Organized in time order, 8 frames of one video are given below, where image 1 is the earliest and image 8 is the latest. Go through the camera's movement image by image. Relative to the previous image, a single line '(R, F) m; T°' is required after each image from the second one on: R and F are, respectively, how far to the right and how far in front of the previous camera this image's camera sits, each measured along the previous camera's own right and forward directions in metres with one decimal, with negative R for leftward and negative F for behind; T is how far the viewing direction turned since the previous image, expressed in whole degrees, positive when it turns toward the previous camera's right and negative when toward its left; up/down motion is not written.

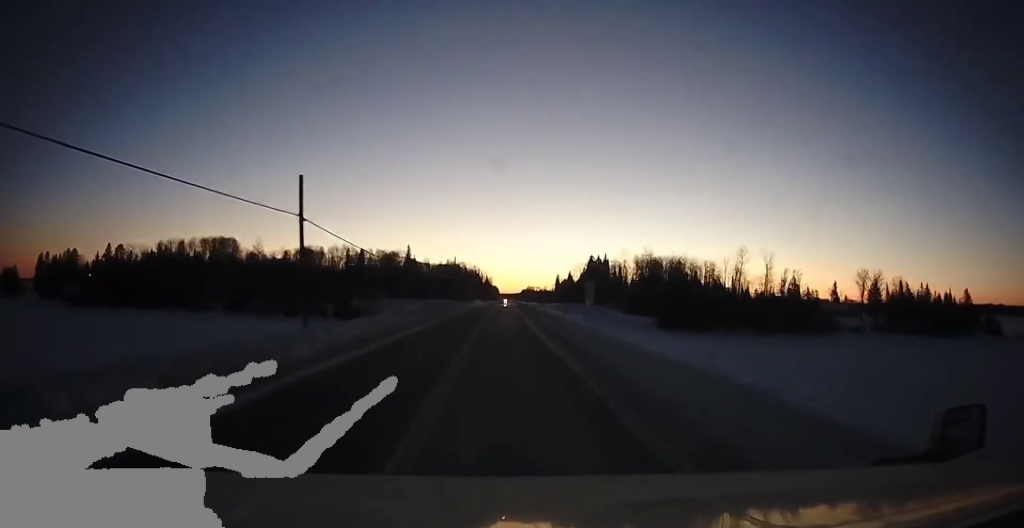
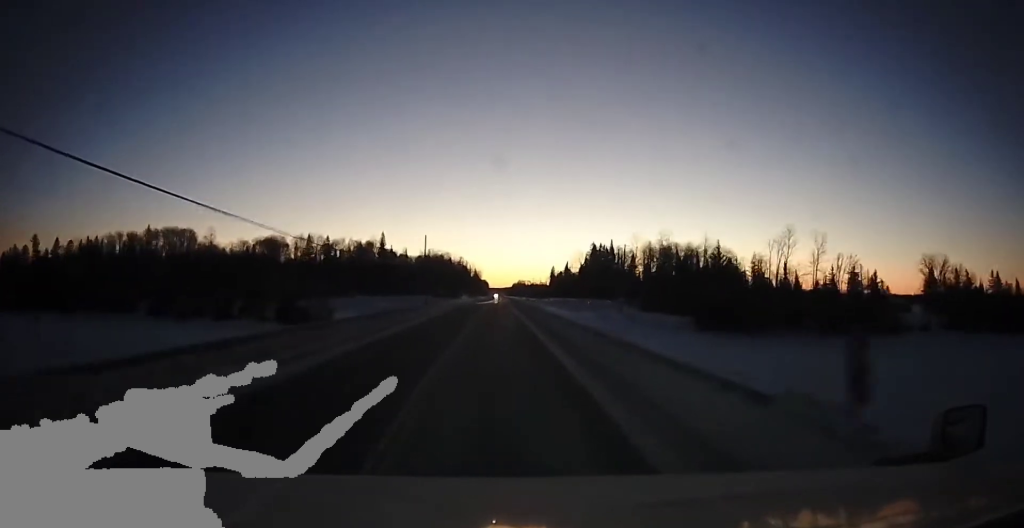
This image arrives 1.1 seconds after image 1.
(0.0, +31.4) m; 0°
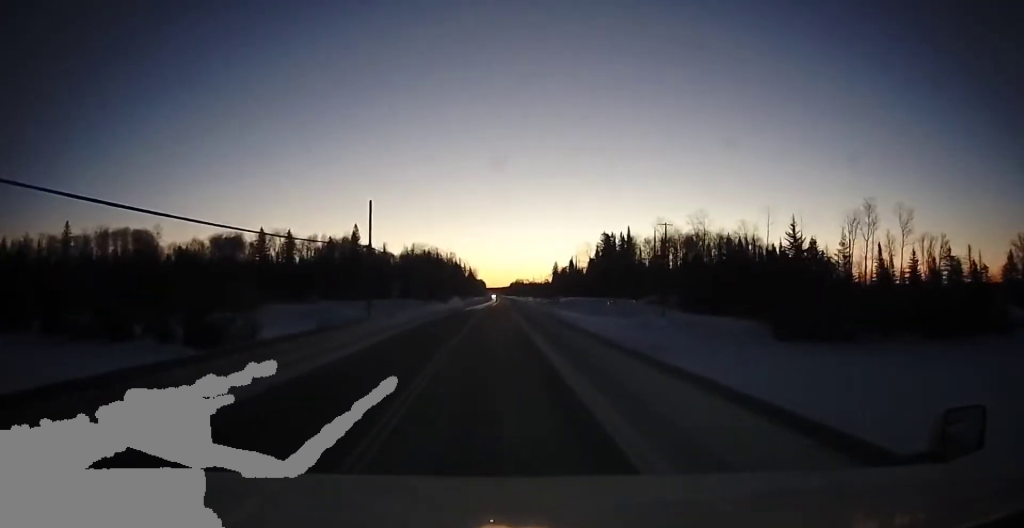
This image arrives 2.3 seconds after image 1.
(0.0, +31.4) m; +1°
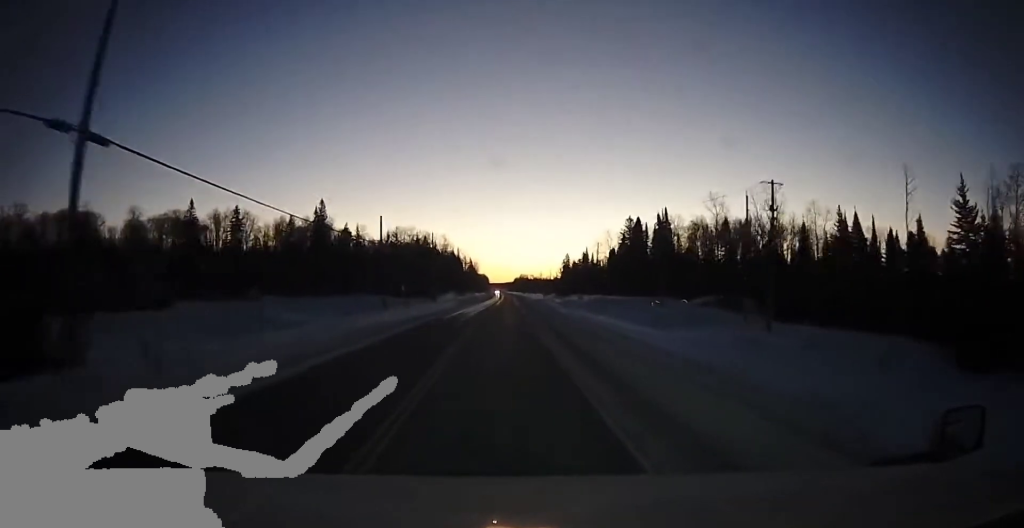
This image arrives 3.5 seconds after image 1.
(+0.5, +34.2) m; 0°
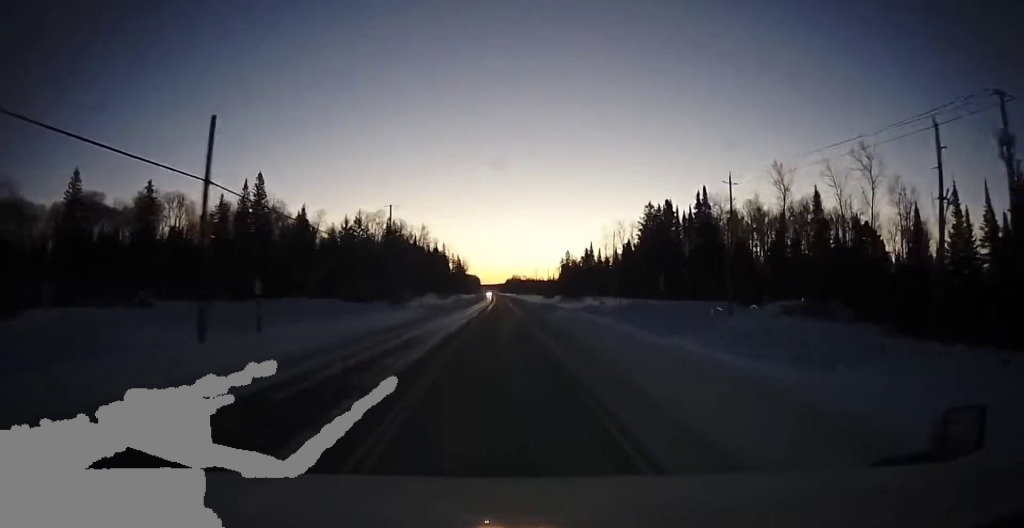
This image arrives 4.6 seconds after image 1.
(-0.4, +30.6) m; -1°
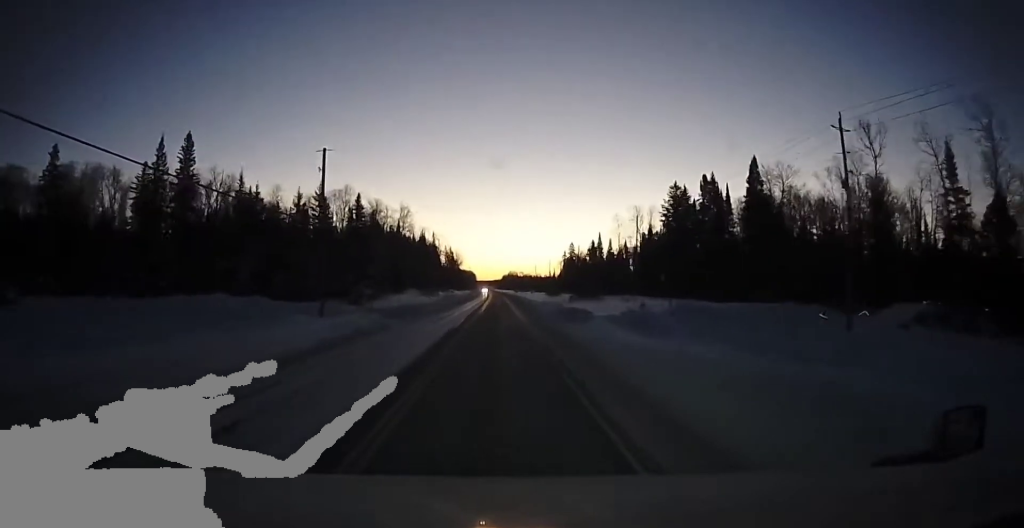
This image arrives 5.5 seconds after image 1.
(0.0, +24.1) m; +1°
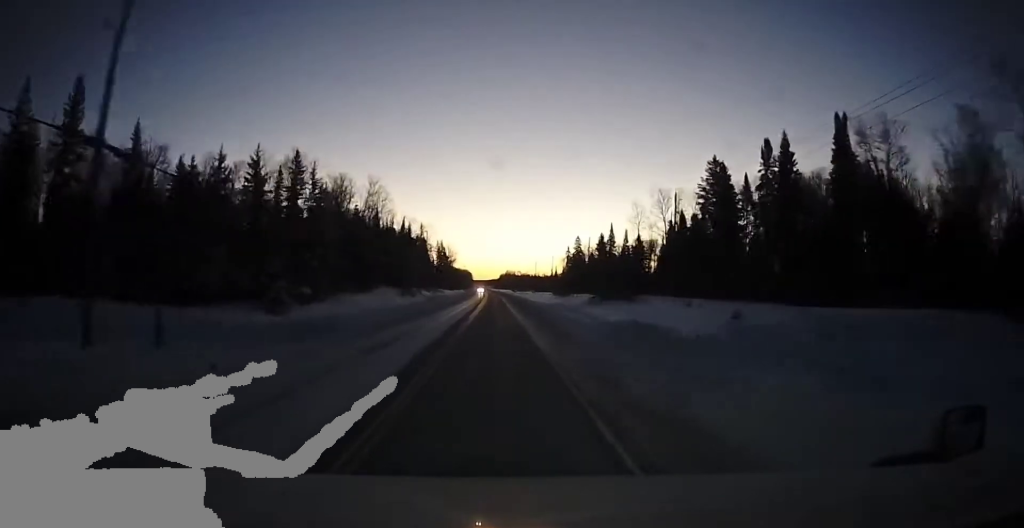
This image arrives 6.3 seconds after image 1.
(+0.3, +23.3) m; +2°
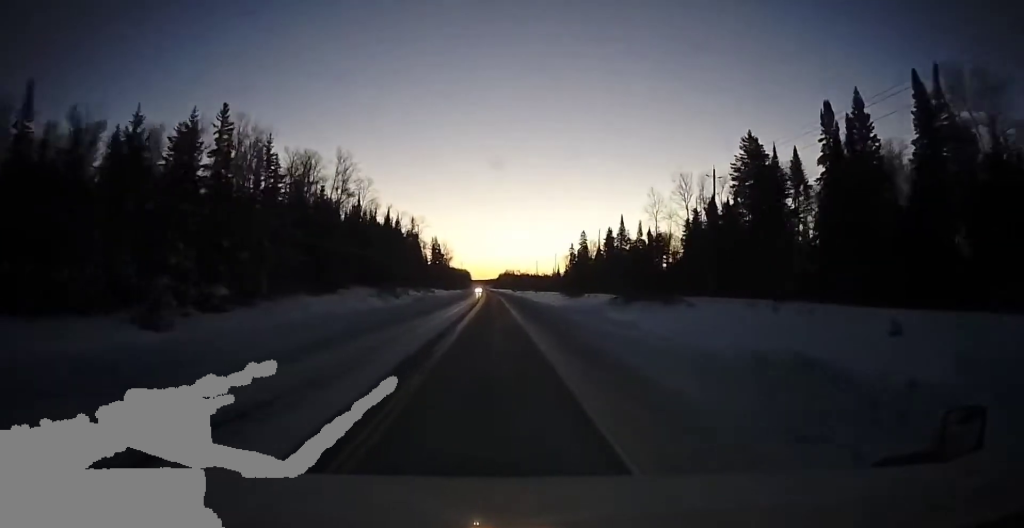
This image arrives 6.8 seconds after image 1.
(+0.1, +14.9) m; +1°
